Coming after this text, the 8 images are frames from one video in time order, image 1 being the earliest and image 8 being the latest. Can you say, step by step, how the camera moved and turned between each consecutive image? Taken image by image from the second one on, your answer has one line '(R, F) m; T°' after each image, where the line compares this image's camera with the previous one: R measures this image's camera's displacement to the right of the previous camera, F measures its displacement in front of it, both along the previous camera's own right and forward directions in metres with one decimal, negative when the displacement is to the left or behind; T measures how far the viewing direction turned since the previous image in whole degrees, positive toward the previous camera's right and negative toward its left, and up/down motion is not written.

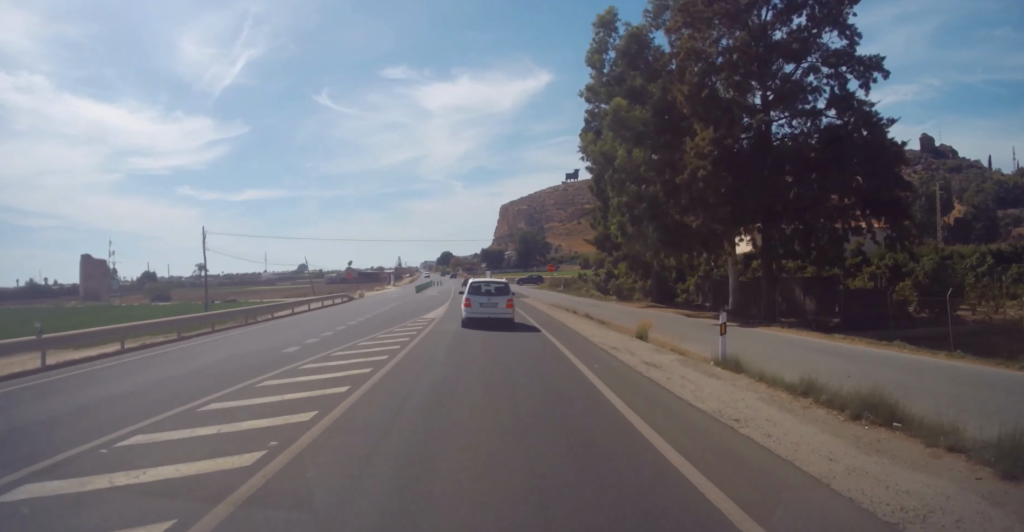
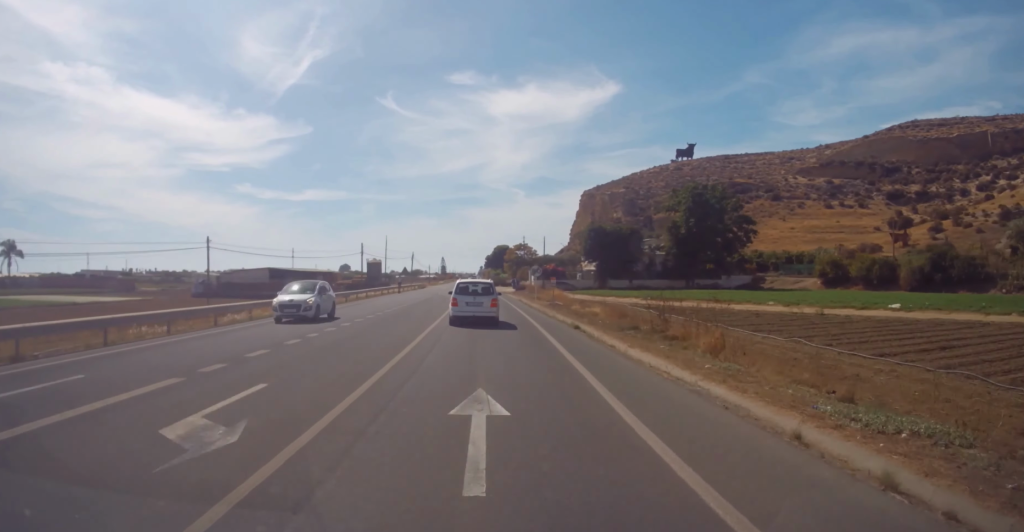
(-4.2, +167.1) m; -2°
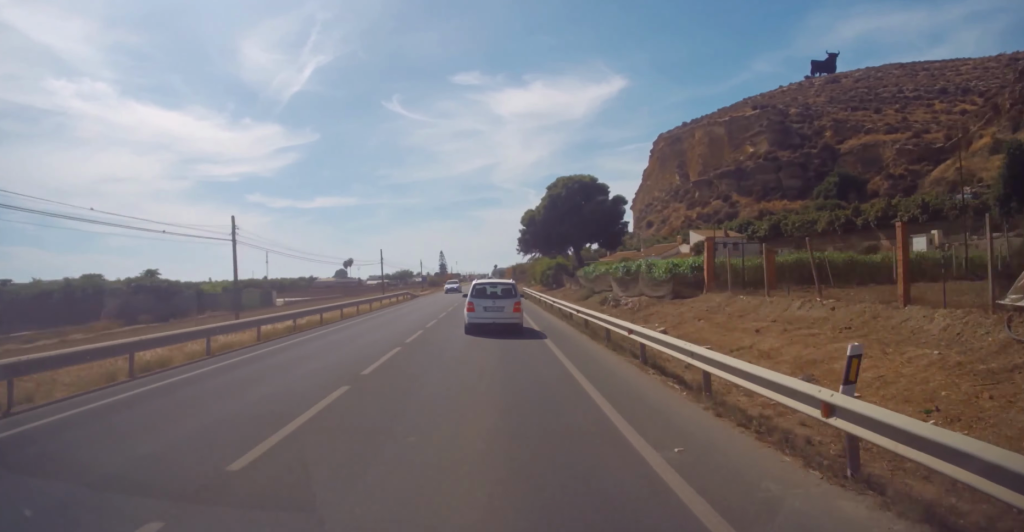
(-2.9, +160.7) m; -1°
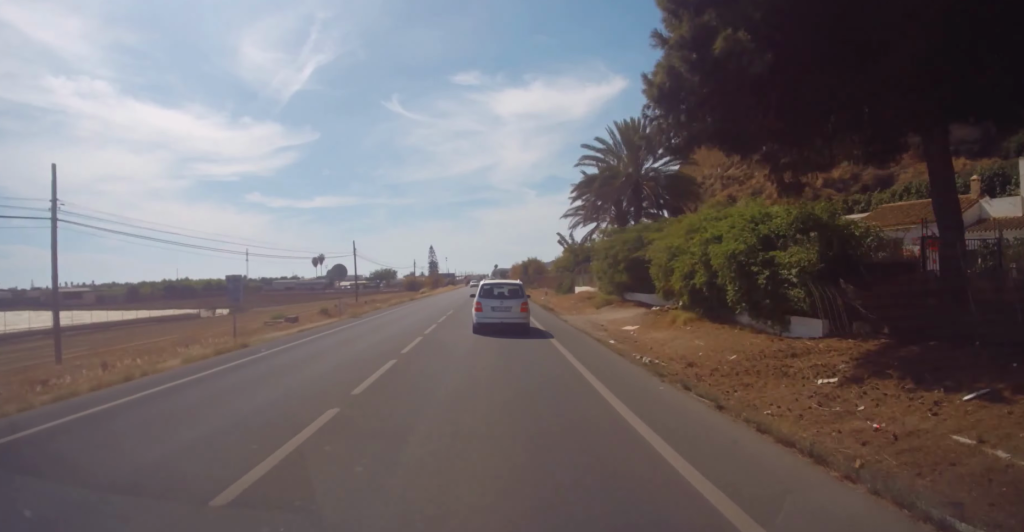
(+0.3, +65.7) m; 0°
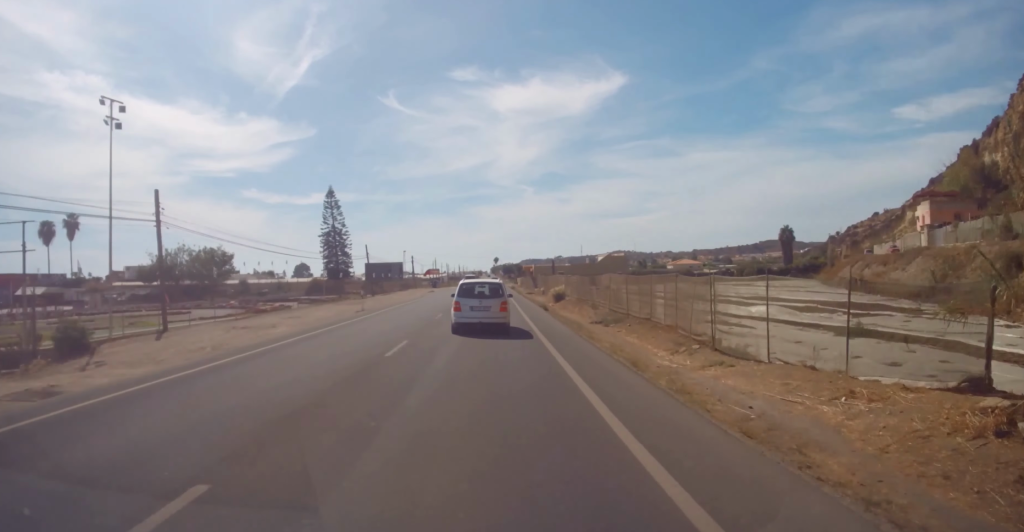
(-1.8, +185.0) m; 0°
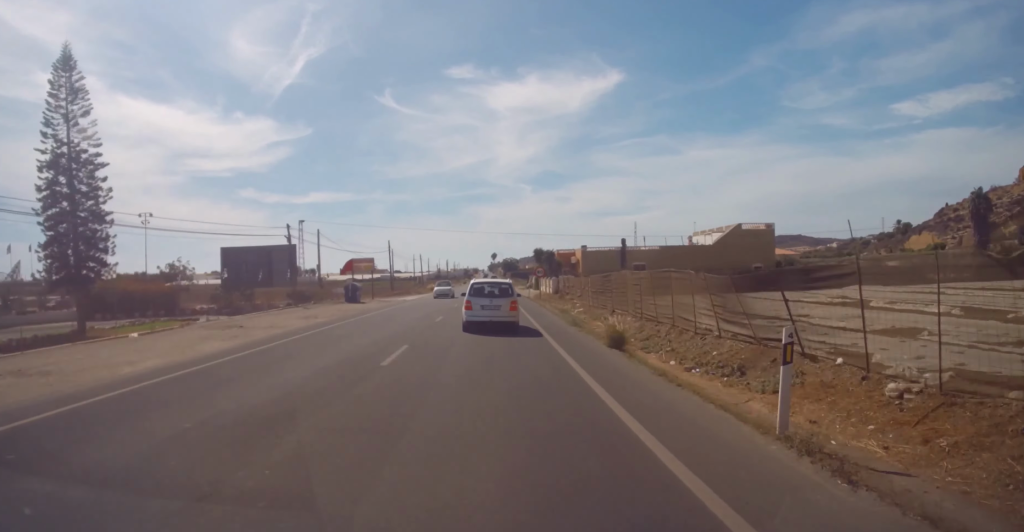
(+1.0, +77.7) m; +1°
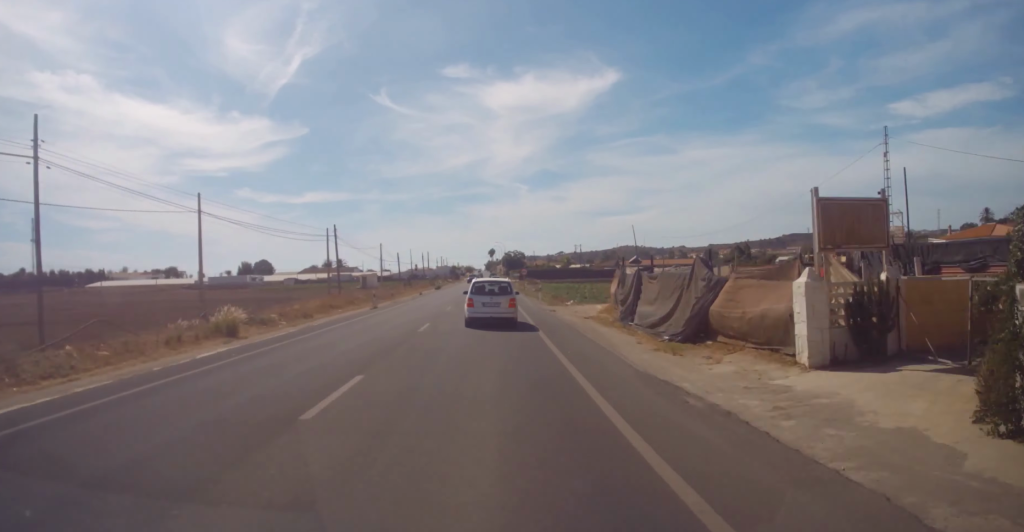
(+0.4, +76.9) m; +1°
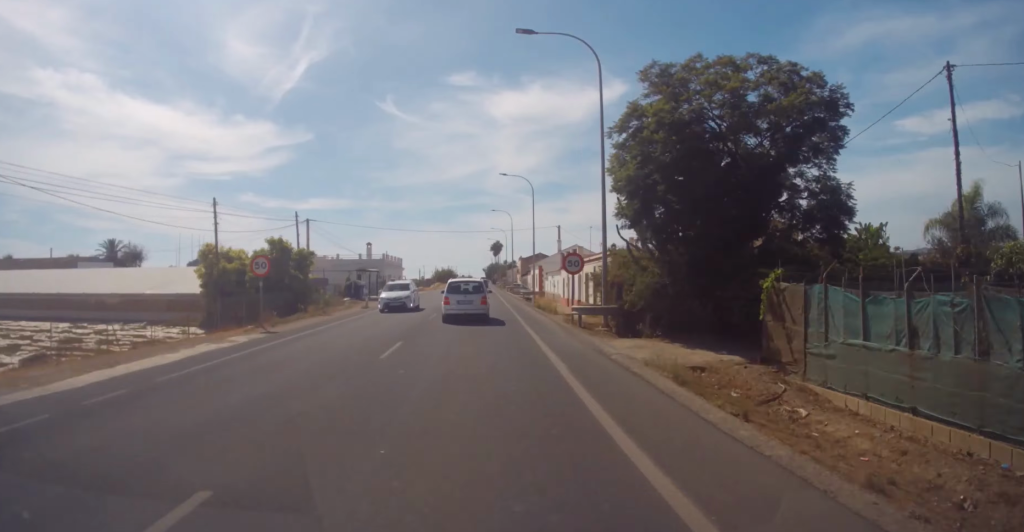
(+0.6, +204.8) m; 0°
